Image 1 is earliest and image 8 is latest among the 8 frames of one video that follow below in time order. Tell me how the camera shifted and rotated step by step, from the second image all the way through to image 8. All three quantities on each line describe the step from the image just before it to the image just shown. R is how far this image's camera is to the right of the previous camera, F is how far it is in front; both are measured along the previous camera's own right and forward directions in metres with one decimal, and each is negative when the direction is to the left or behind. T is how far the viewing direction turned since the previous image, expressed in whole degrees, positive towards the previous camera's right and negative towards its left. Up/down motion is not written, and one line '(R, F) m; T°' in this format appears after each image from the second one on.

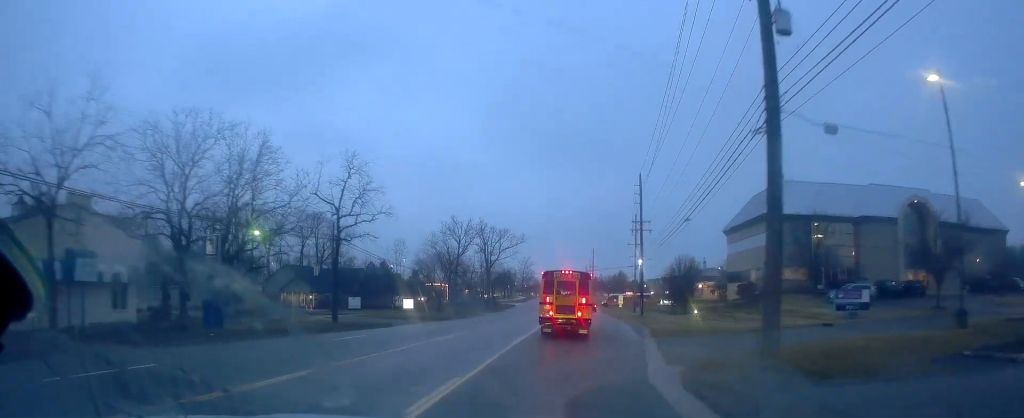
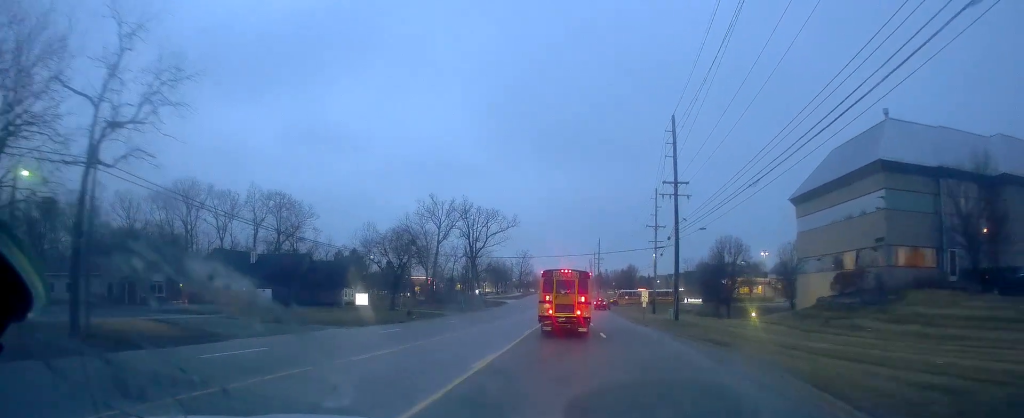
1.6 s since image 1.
(-0.5, +24.2) m; -1°
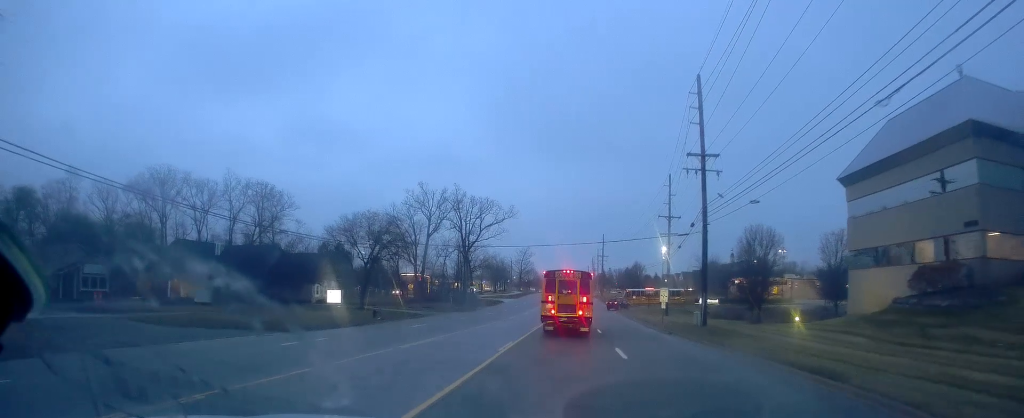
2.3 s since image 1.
(0.0, +10.6) m; -1°
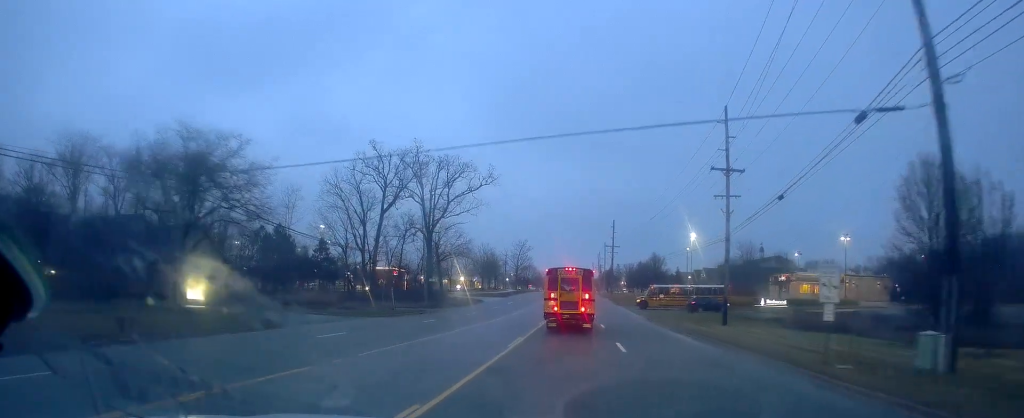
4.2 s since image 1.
(-0.6, +28.6) m; -1°
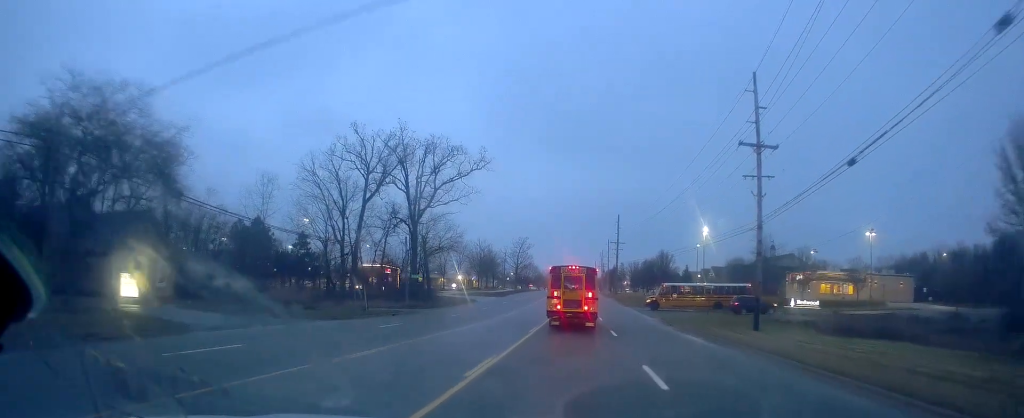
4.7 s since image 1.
(+0.4, +8.2) m; 0°
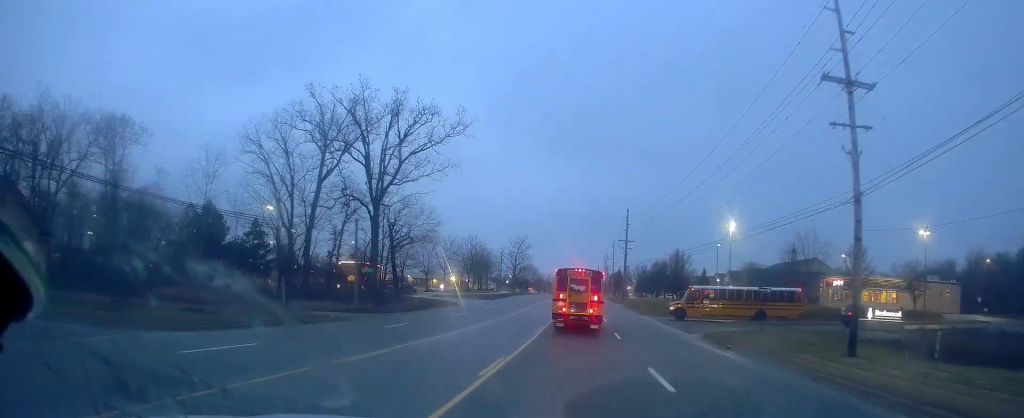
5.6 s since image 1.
(-0.3, +14.8) m; 0°
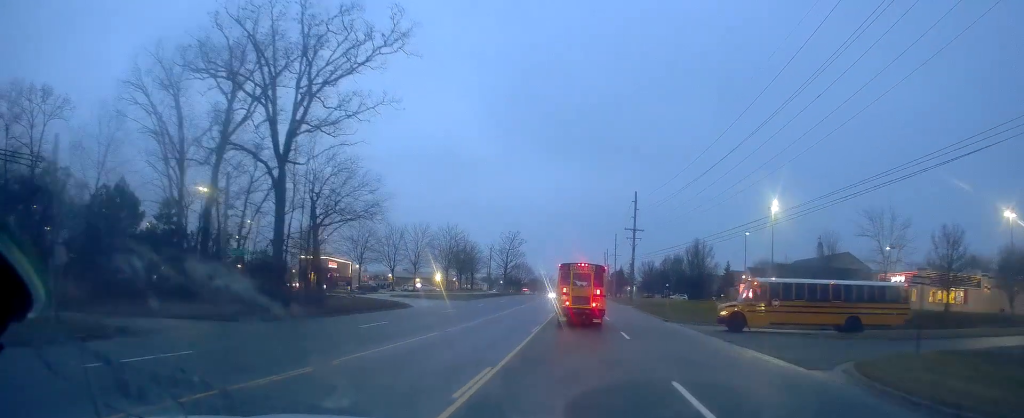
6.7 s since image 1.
(+0.3, +18.7) m; +1°
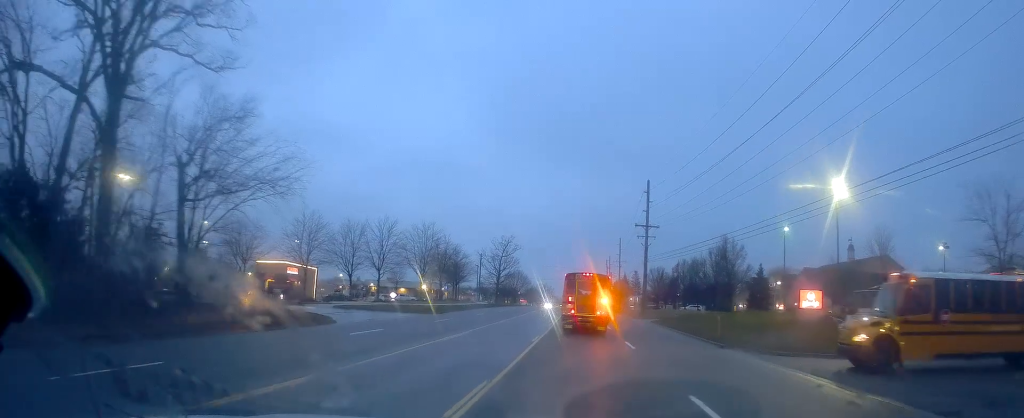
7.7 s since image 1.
(-0.1, +16.8) m; 0°
